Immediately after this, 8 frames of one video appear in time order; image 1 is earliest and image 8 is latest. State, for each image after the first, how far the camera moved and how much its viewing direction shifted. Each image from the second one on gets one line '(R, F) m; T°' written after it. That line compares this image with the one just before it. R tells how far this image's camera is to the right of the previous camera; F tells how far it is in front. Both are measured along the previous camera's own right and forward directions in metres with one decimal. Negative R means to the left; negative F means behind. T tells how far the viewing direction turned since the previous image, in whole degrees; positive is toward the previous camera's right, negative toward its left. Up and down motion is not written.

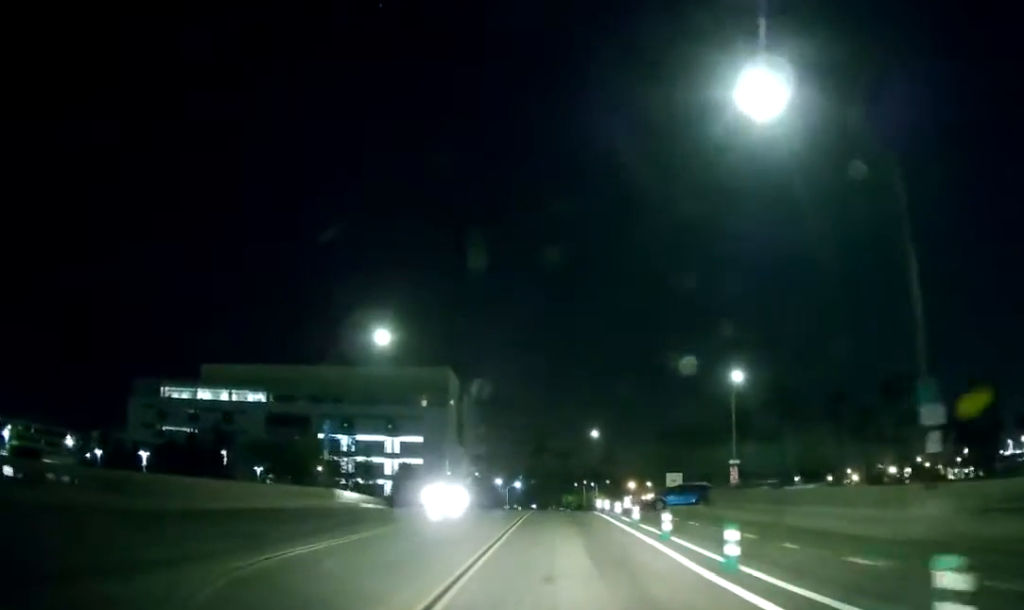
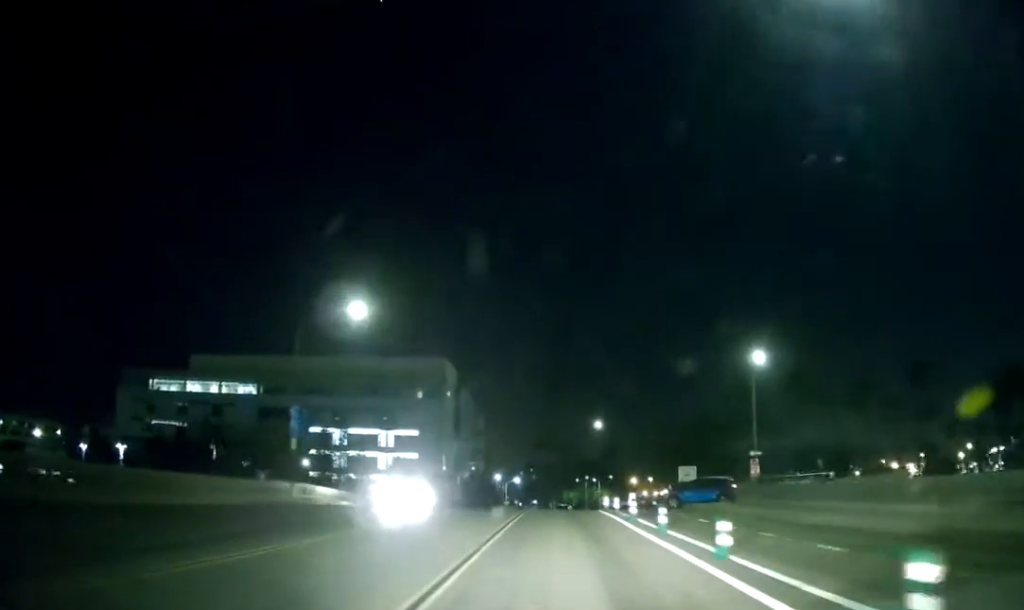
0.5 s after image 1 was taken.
(0.0, +4.8) m; 0°
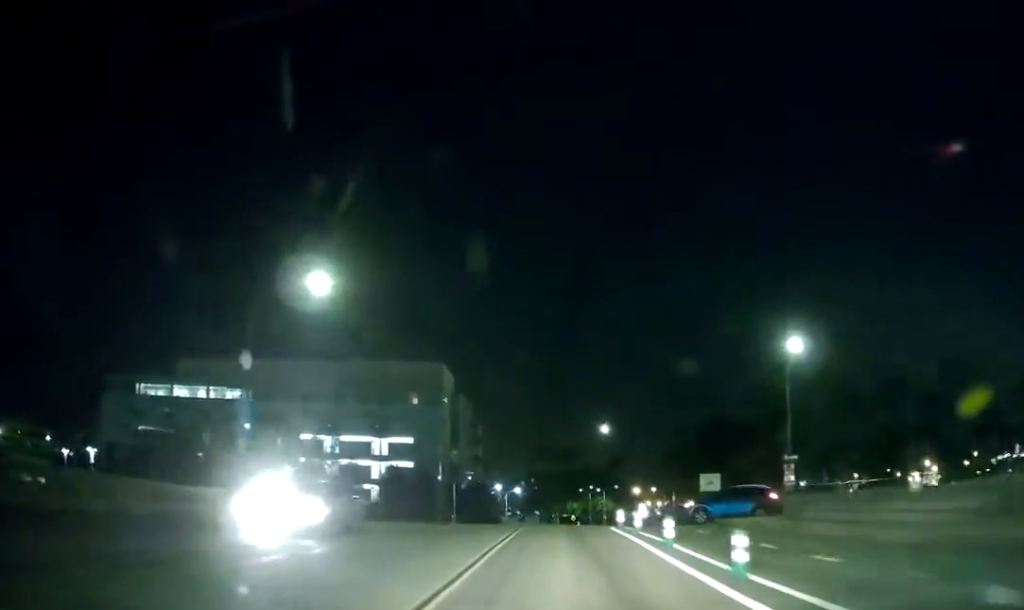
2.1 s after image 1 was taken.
(-0.2, +18.1) m; 0°
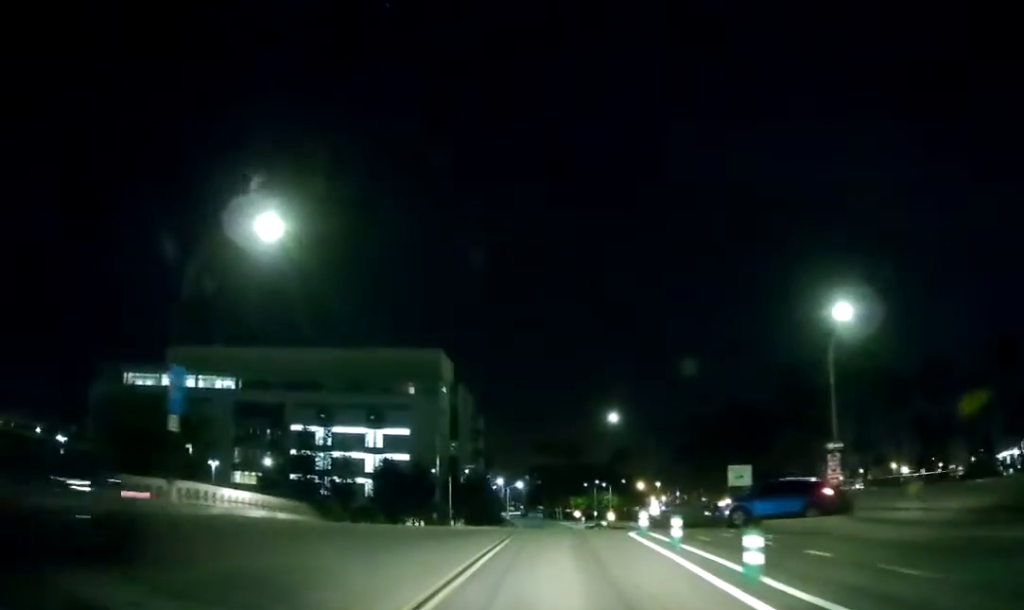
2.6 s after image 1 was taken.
(+0.1, +6.1) m; 0°
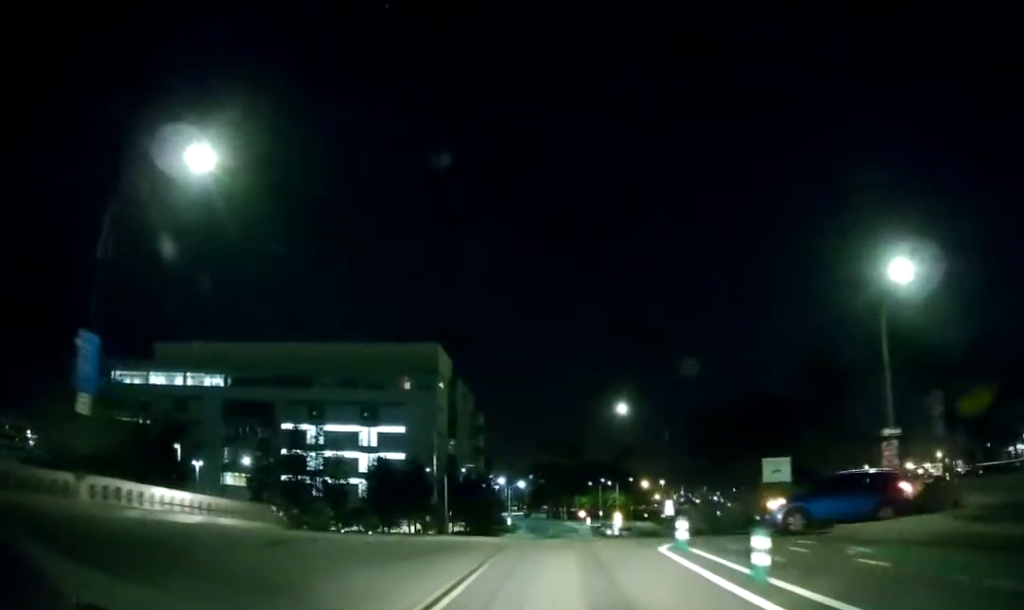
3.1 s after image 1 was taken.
(+0.3, +6.2) m; 0°
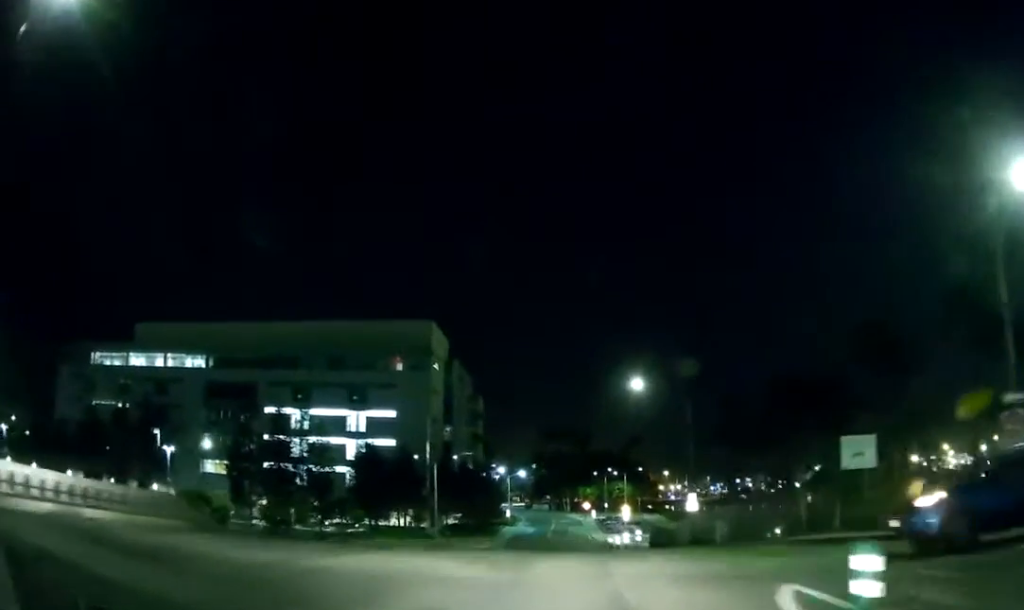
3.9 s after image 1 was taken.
(-0.3, +8.5) m; -2°
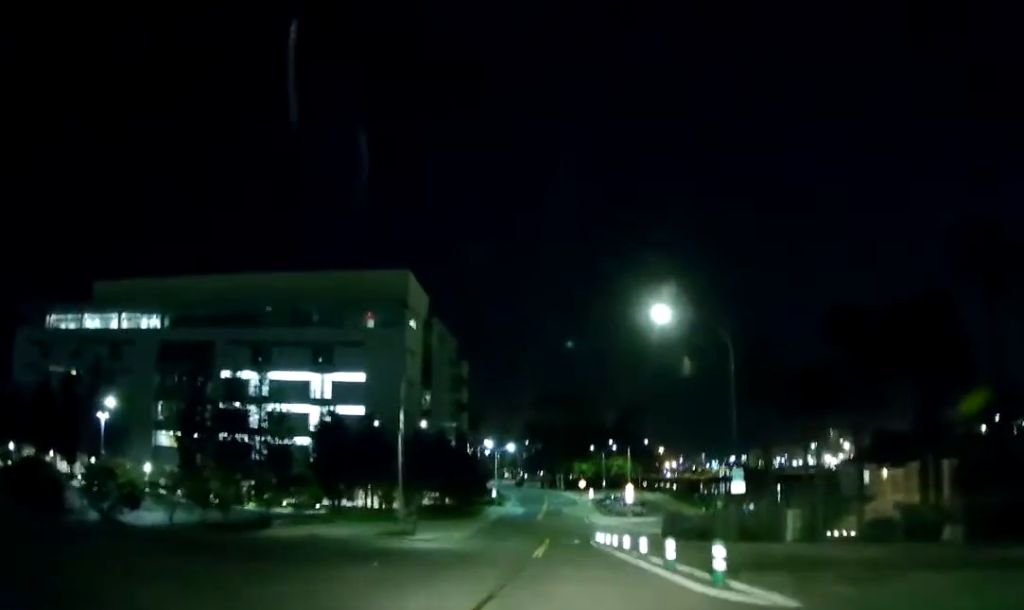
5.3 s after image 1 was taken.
(-0.3, +14.7) m; +3°
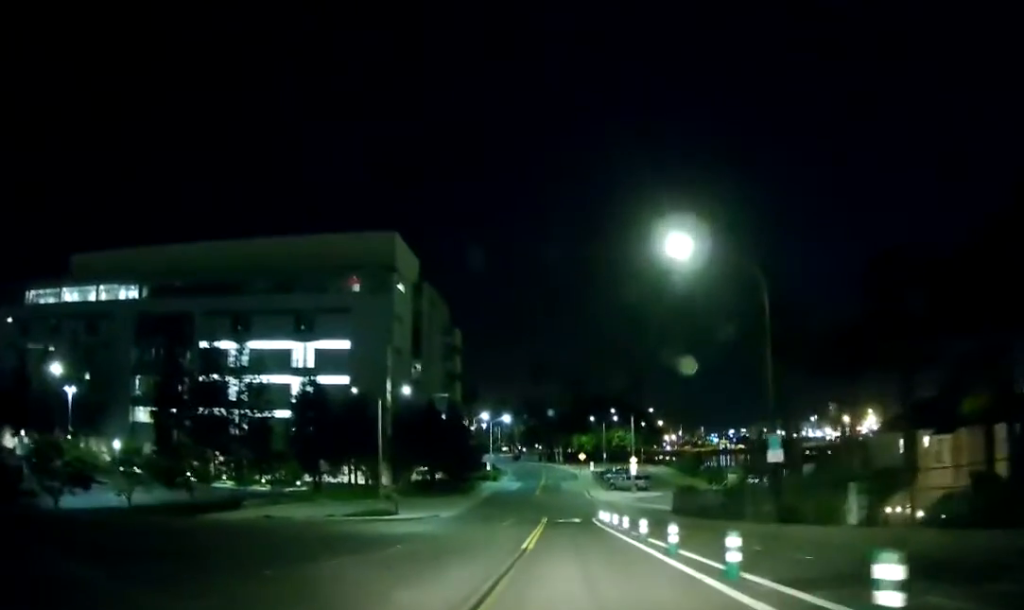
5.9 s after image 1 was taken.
(+0.4, +6.2) m; 0°
